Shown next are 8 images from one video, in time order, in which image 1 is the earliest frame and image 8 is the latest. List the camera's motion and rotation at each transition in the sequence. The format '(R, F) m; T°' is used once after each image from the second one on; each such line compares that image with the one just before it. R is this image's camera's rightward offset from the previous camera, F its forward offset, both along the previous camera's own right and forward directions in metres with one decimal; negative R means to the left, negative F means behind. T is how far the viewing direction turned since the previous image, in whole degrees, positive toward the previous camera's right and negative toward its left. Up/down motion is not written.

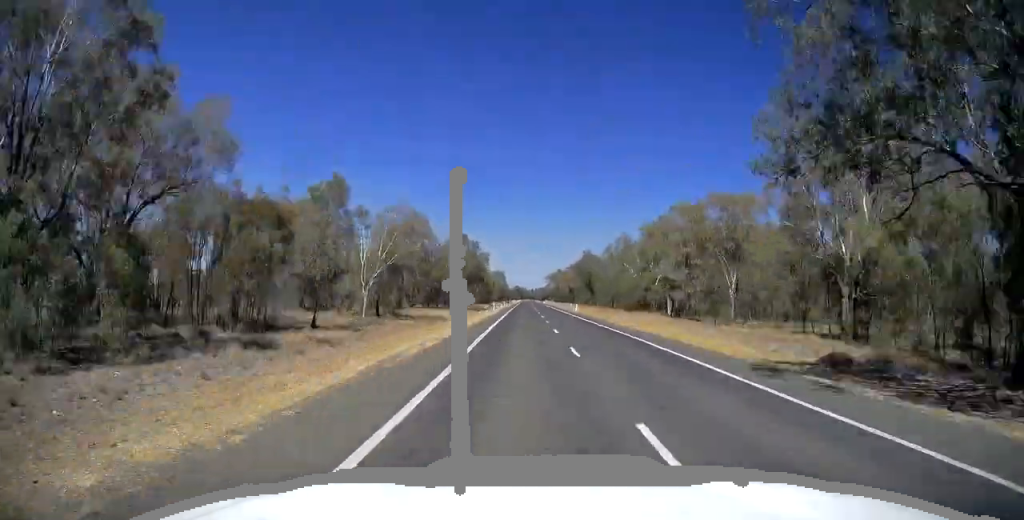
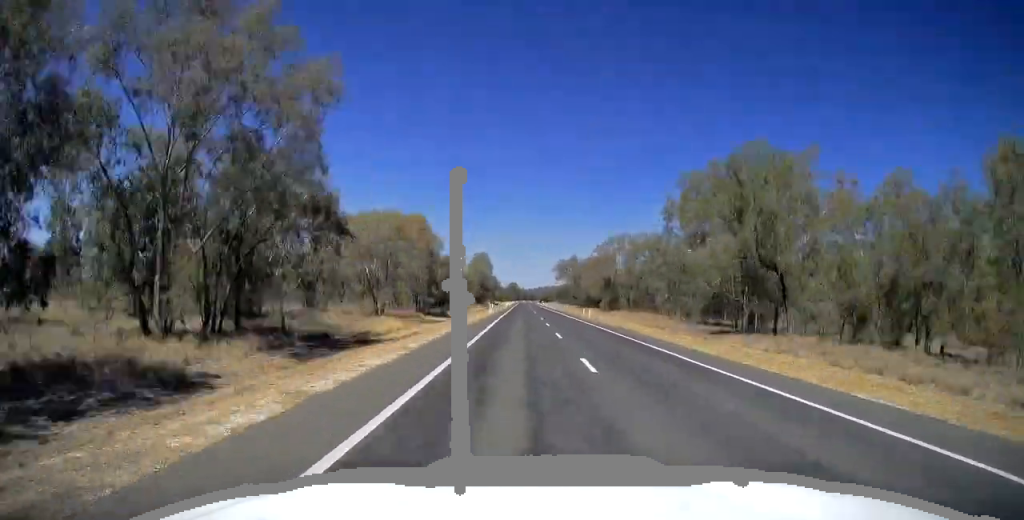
(-0.1, +108.2) m; 0°
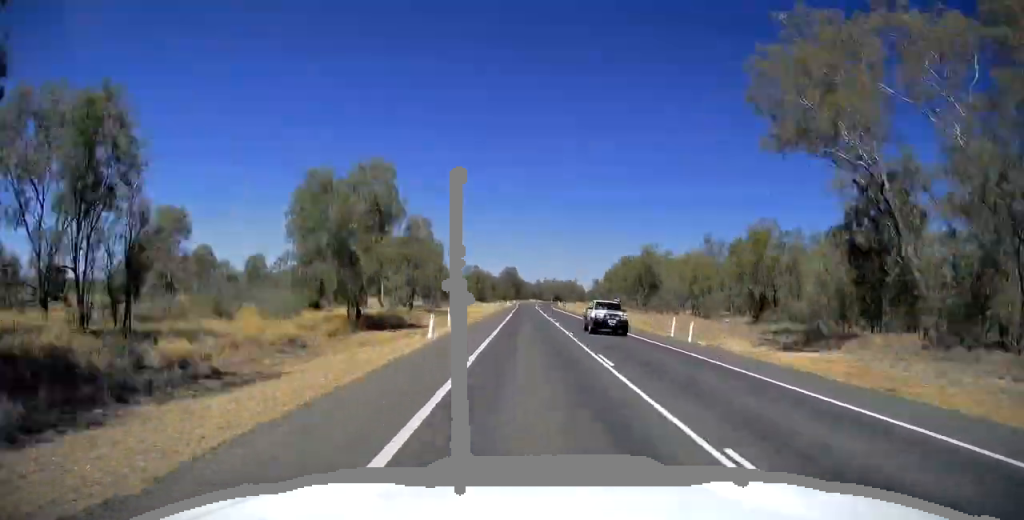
(+0.4, +198.2) m; +2°
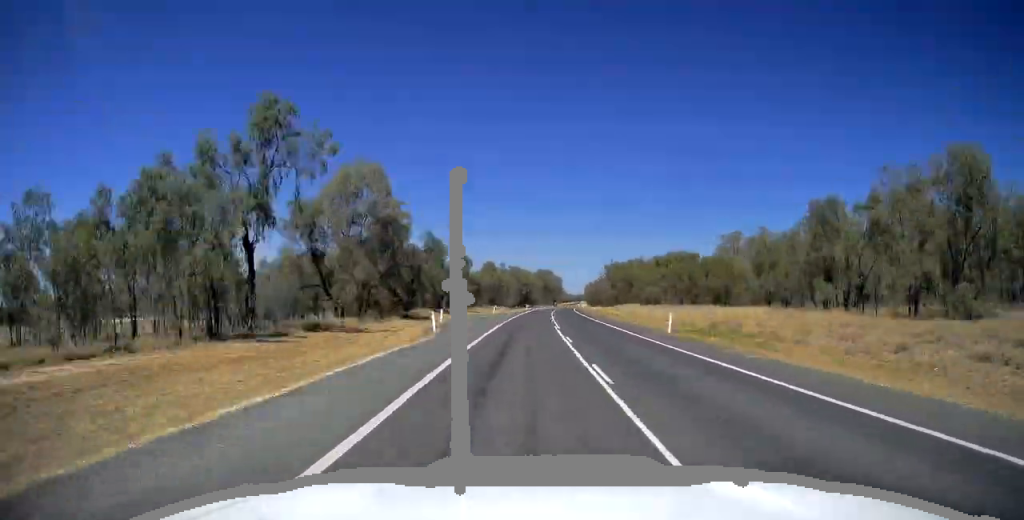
(+4.6, +206.5) m; +4°
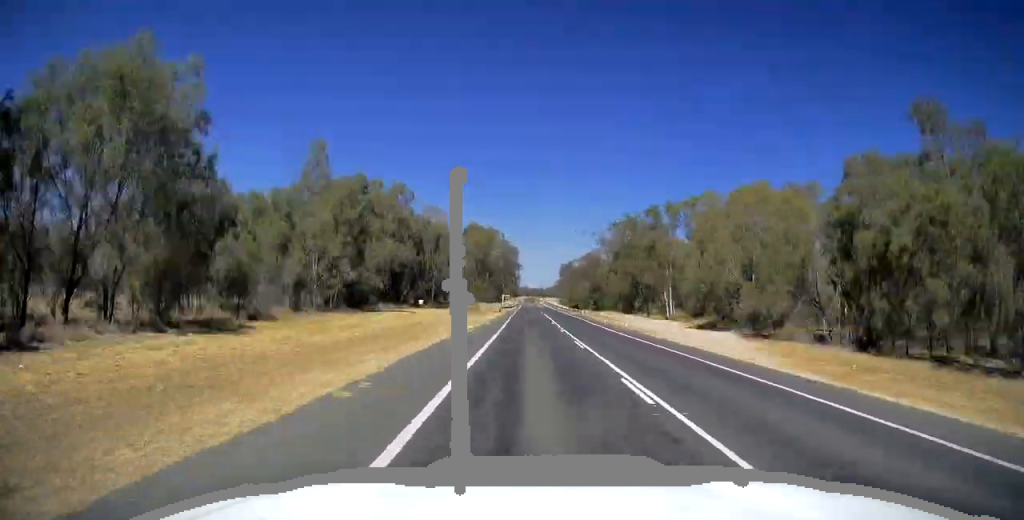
(+8.2, +170.2) m; +3°
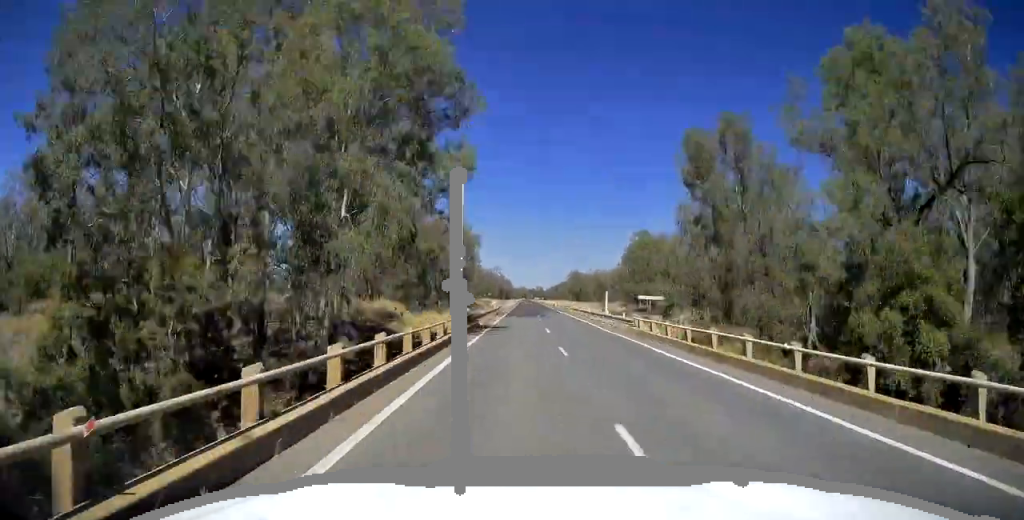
(+2.3, +161.2) m; 0°
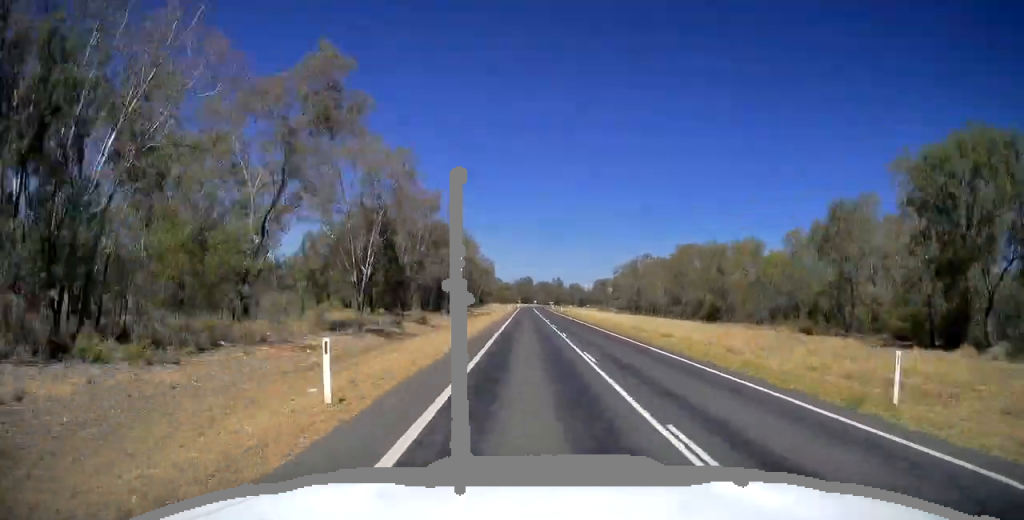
(+1.4, +367.4) m; +3°
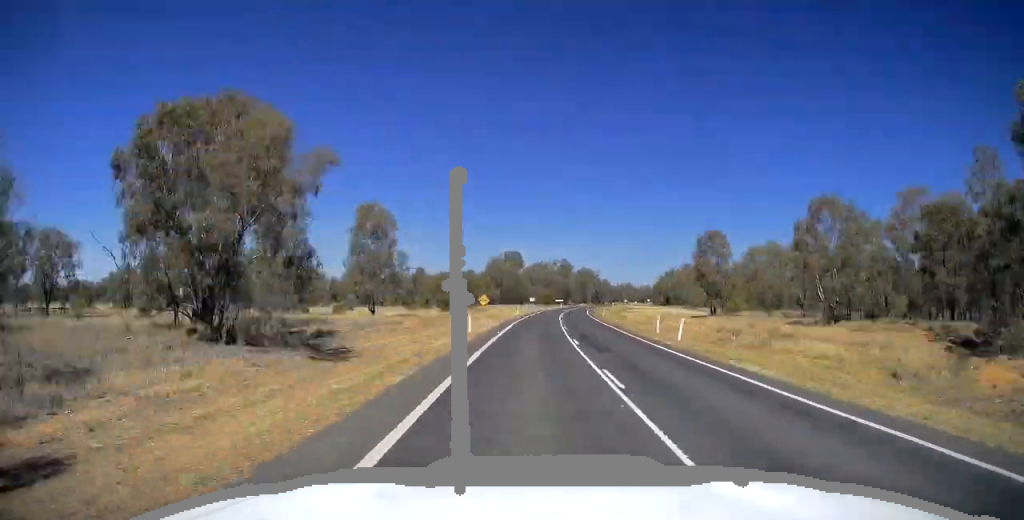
(-1.8, +143.4) m; +5°
